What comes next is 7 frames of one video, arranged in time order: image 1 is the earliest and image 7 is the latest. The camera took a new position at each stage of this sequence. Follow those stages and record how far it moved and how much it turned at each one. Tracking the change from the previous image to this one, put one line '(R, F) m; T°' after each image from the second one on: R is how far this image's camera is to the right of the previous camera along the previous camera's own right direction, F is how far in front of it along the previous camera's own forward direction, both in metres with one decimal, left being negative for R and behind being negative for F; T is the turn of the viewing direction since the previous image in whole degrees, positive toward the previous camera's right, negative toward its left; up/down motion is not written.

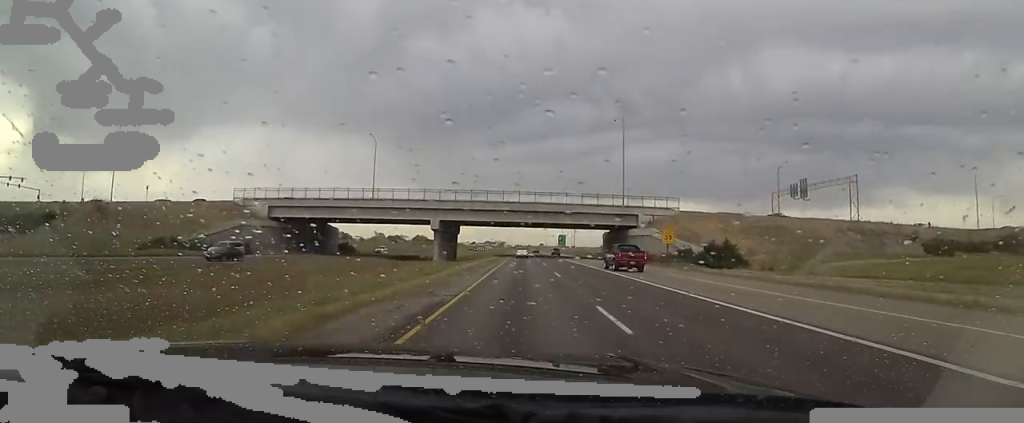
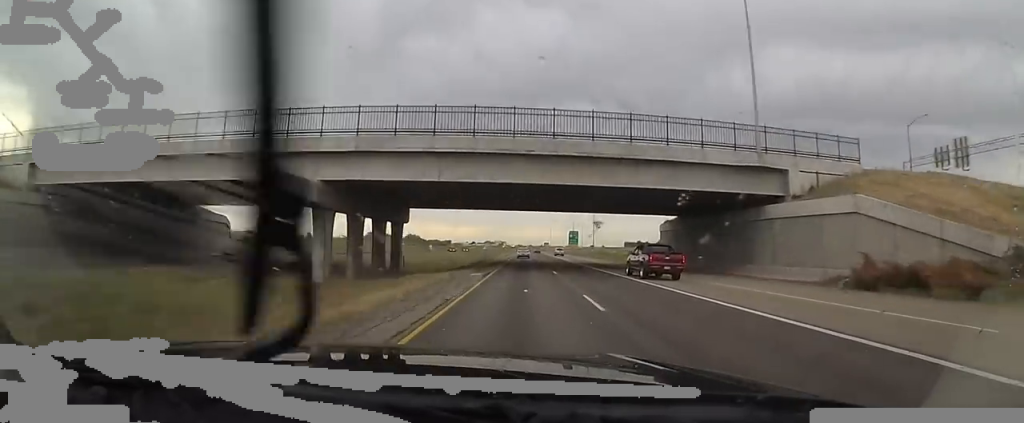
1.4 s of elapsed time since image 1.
(-0.8, +43.1) m; 0°
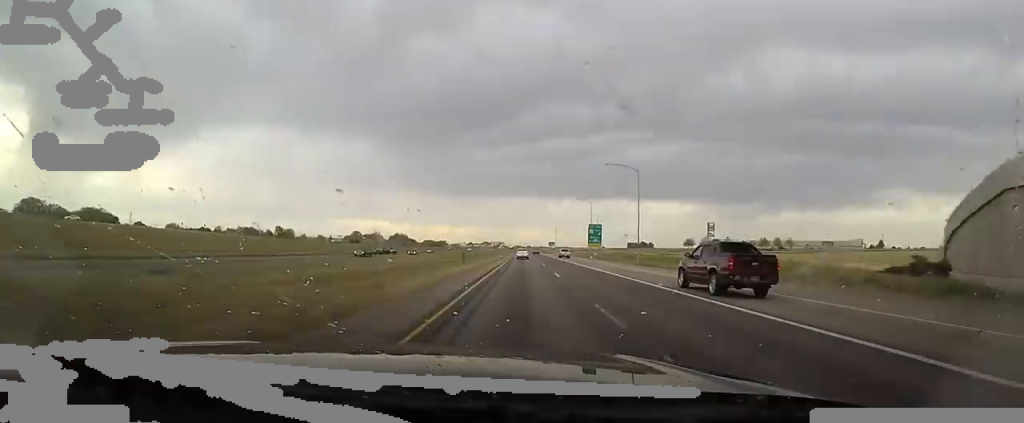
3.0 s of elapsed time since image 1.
(+1.9, +48.5) m; +2°
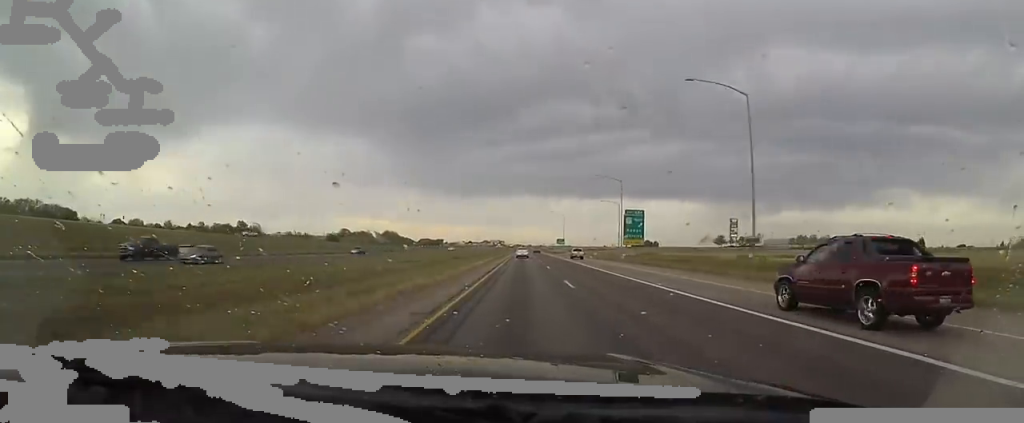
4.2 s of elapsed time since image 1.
(-1.1, +36.3) m; -2°
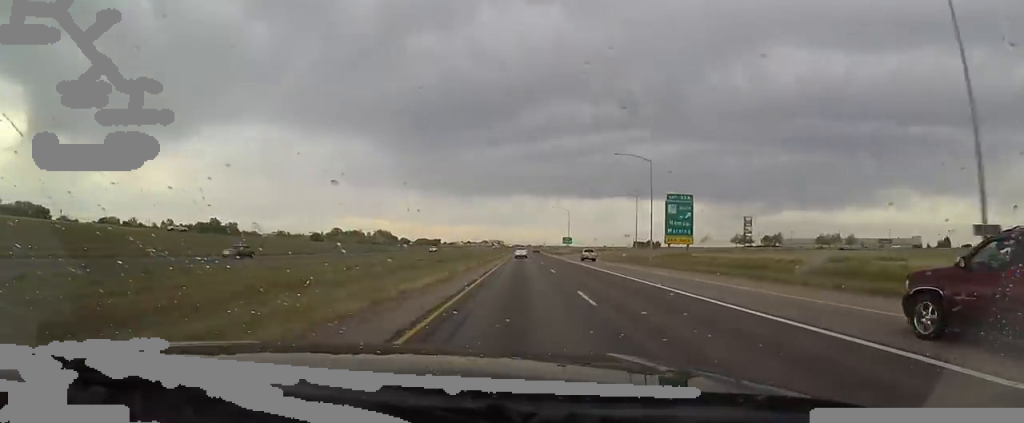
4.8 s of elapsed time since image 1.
(0.0, +19.6) m; +1°
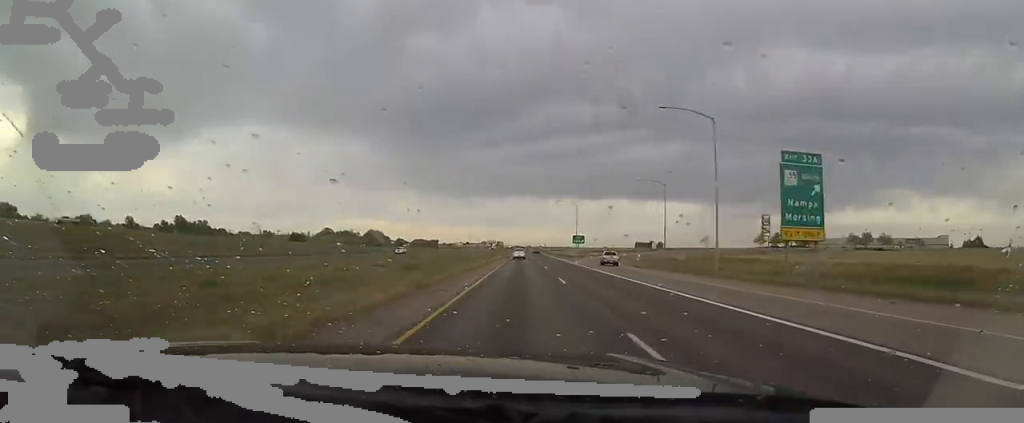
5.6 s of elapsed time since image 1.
(+0.3, +22.0) m; +1°
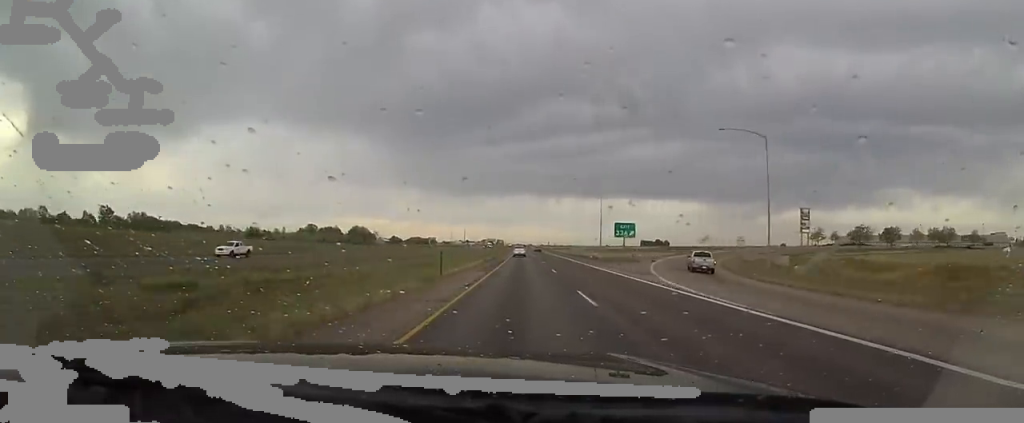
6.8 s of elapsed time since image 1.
(+0.2, +38.1) m; -1°
